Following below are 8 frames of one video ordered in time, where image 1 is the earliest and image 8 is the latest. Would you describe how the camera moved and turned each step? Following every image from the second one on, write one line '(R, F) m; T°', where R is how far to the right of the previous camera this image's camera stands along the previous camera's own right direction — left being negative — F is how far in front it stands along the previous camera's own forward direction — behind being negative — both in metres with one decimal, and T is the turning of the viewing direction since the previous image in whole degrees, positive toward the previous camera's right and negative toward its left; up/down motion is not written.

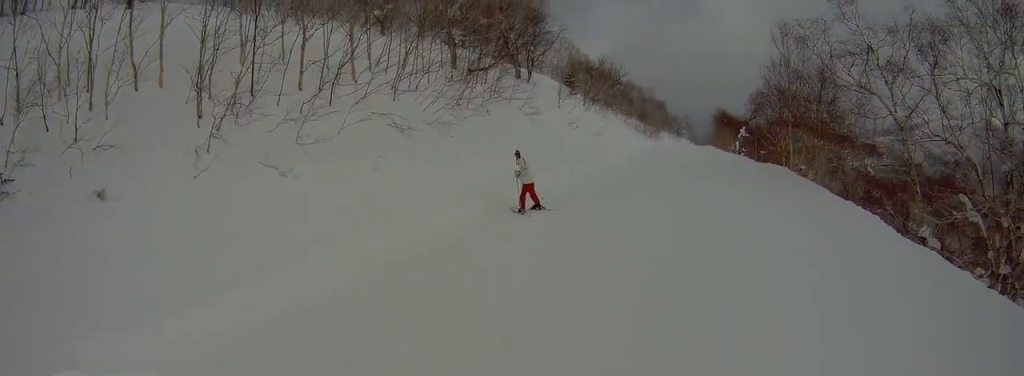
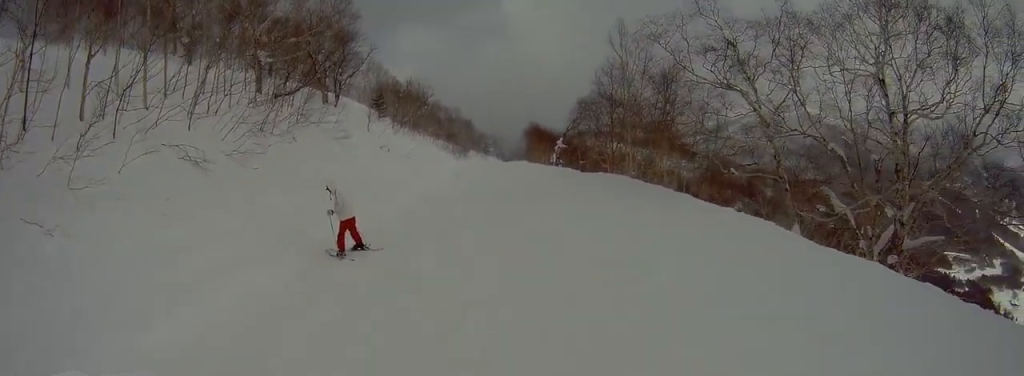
(+0.6, +2.5) m; -1°
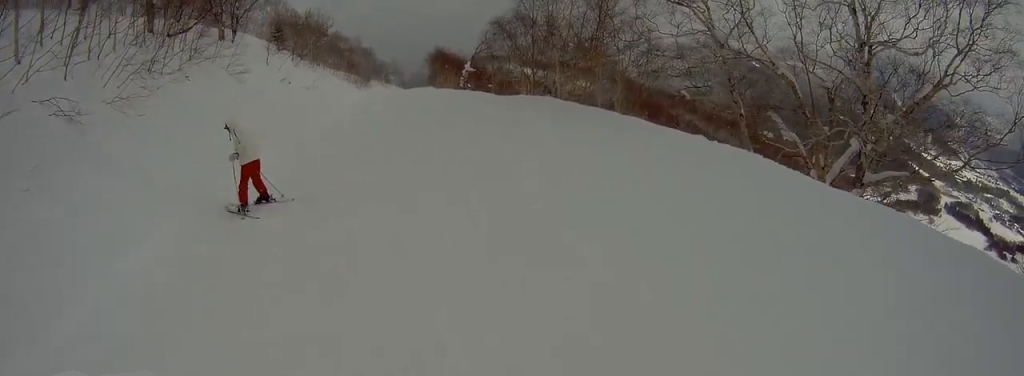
(0.0, +1.9) m; +1°
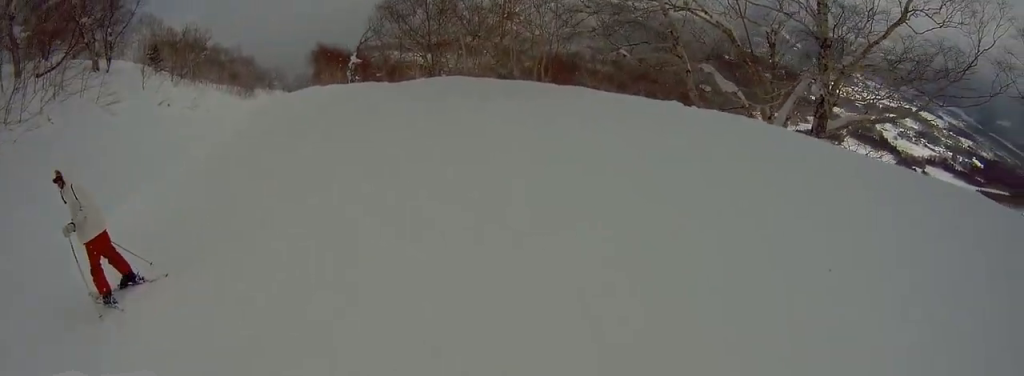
(-0.6, +2.6) m; +2°
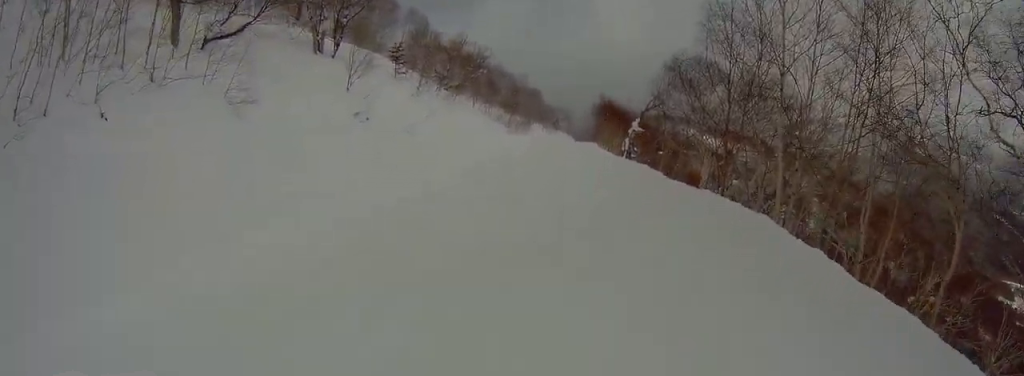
(+1.4, +8.4) m; -7°
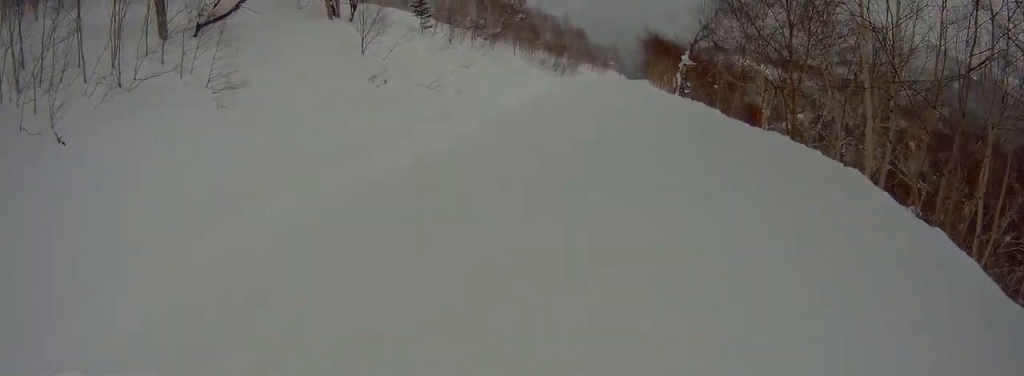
(-0.5, +2.4) m; -15°
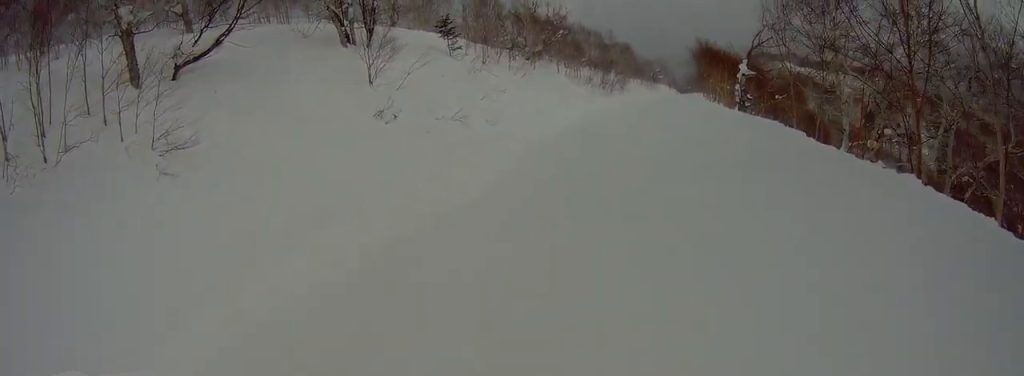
(-0.9, +4.2) m; -15°
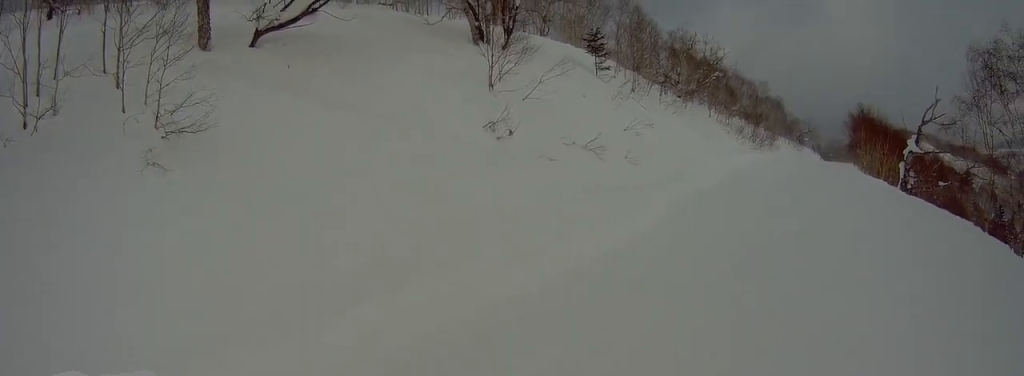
(-0.4, +4.6) m; +11°
